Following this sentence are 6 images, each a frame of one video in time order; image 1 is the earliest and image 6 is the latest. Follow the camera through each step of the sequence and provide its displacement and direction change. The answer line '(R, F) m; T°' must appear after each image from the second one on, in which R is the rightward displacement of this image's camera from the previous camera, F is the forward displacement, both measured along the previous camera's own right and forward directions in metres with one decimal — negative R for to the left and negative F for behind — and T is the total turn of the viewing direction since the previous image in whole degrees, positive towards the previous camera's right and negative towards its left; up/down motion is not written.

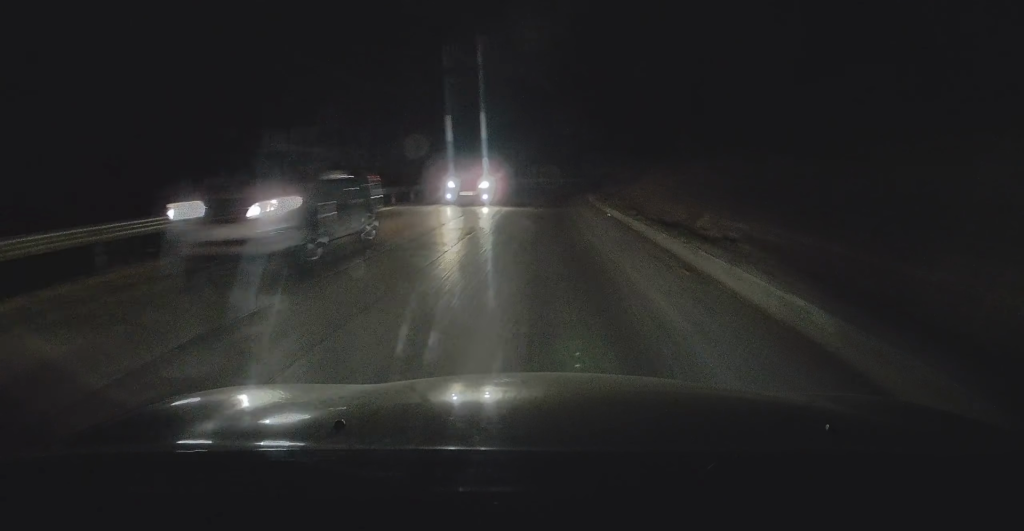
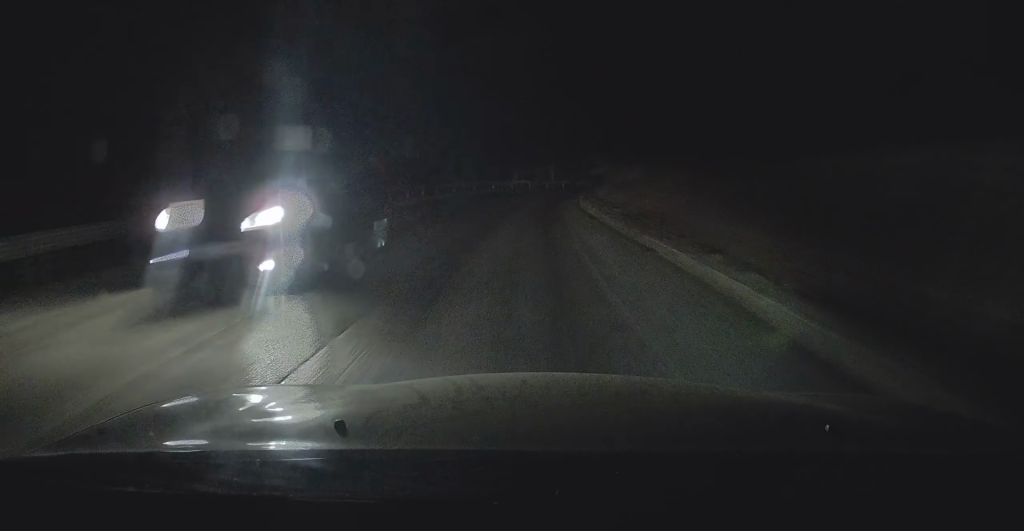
(0.0, +8.5) m; +1°
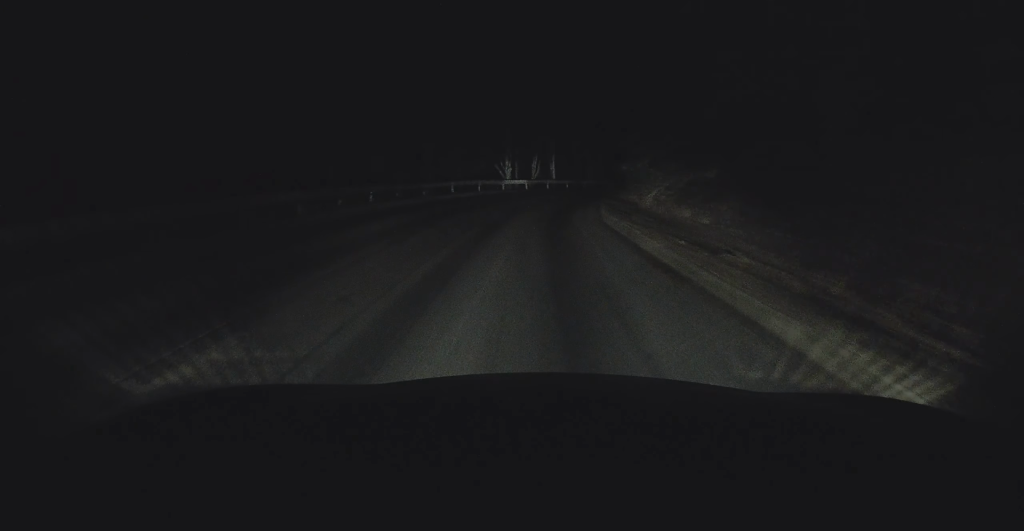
(+0.1, +11.2) m; +1°
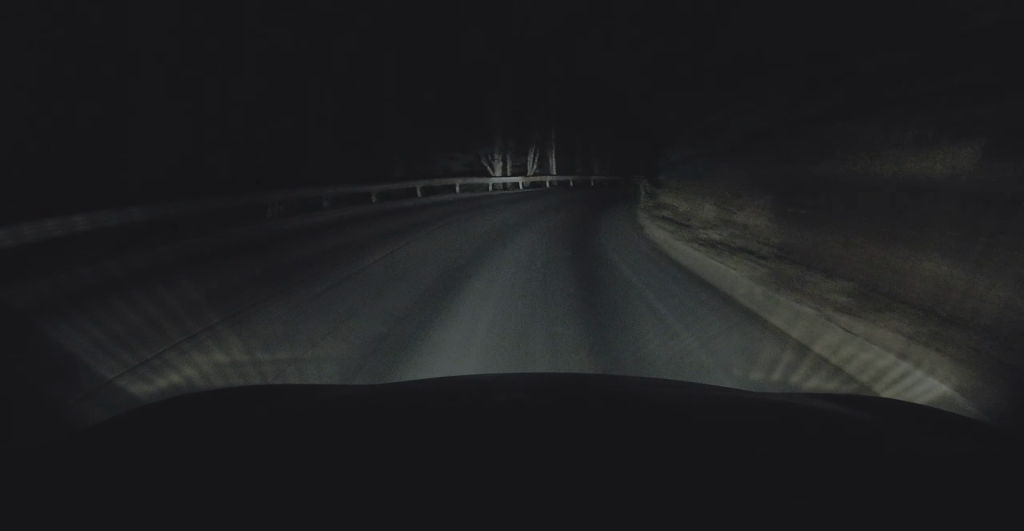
(0.0, +9.8) m; +2°
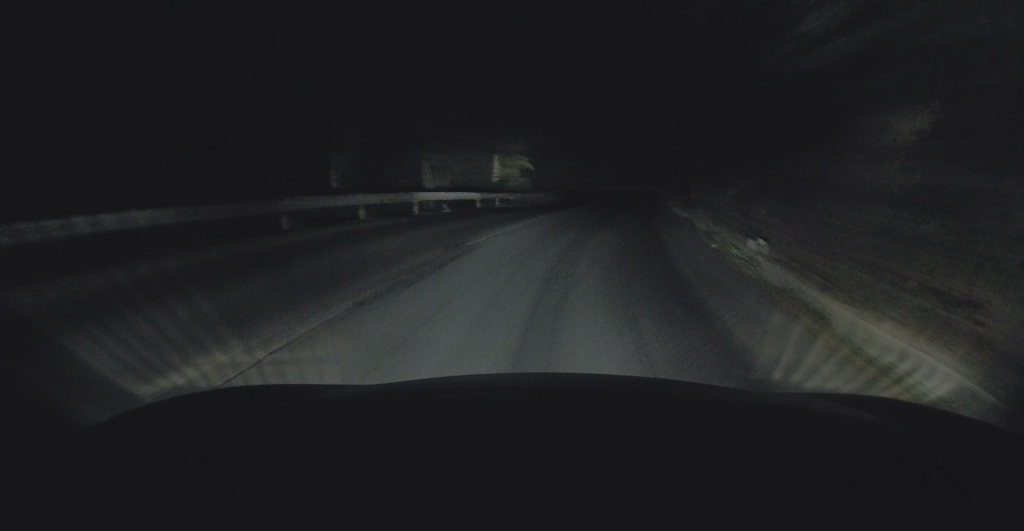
(+2.8, +26.5) m; +15°
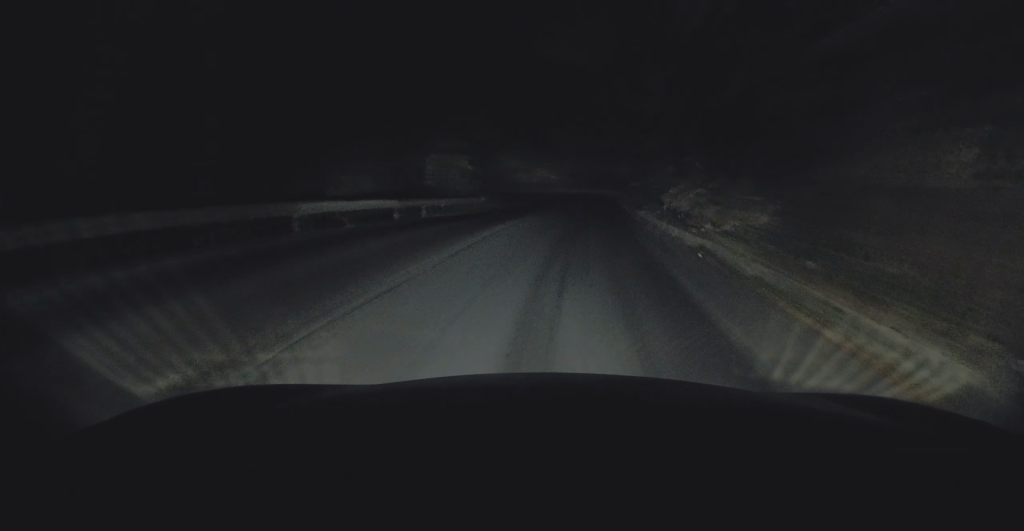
(+0.4, +6.9) m; +2°
